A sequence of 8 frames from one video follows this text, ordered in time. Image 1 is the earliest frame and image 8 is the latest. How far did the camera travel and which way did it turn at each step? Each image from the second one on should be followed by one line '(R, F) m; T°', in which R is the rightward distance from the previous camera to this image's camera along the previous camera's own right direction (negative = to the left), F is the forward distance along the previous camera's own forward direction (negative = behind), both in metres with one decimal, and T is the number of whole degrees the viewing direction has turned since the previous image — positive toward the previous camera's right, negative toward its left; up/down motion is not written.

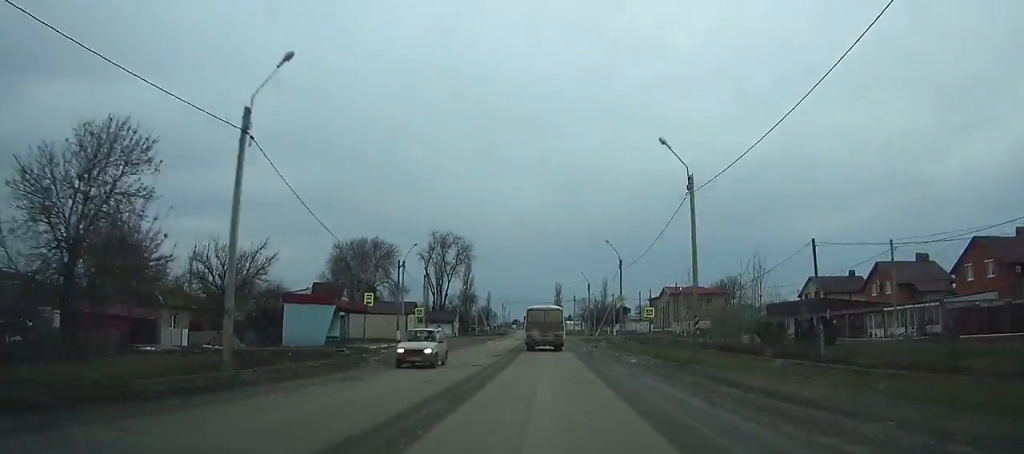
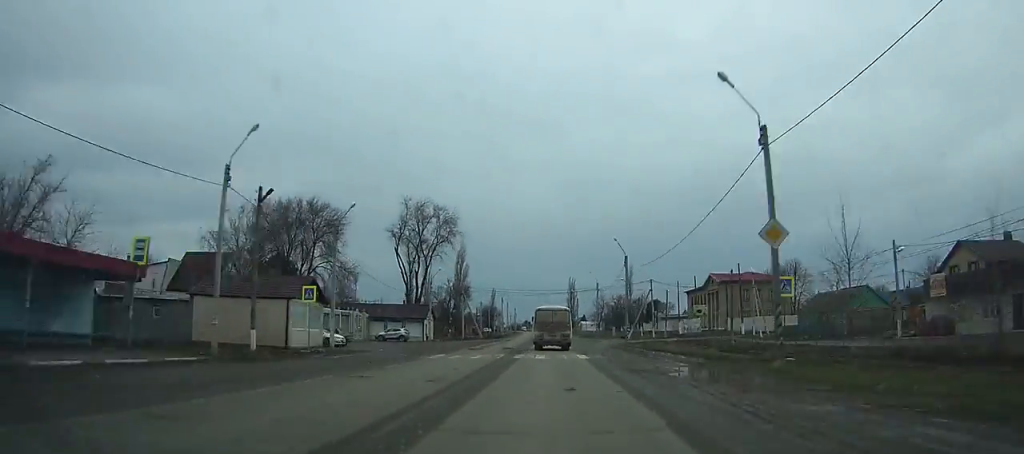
(-0.2, +33.2) m; -1°
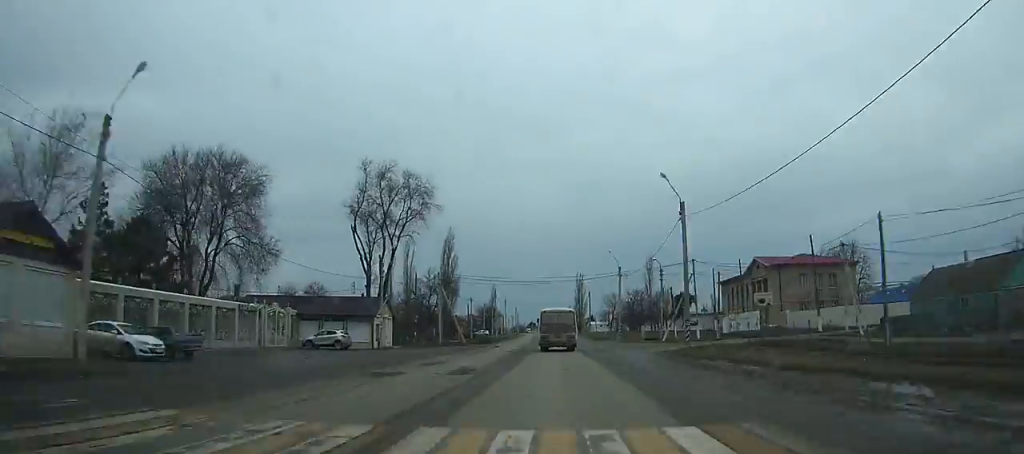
(-0.2, +22.9) m; 0°
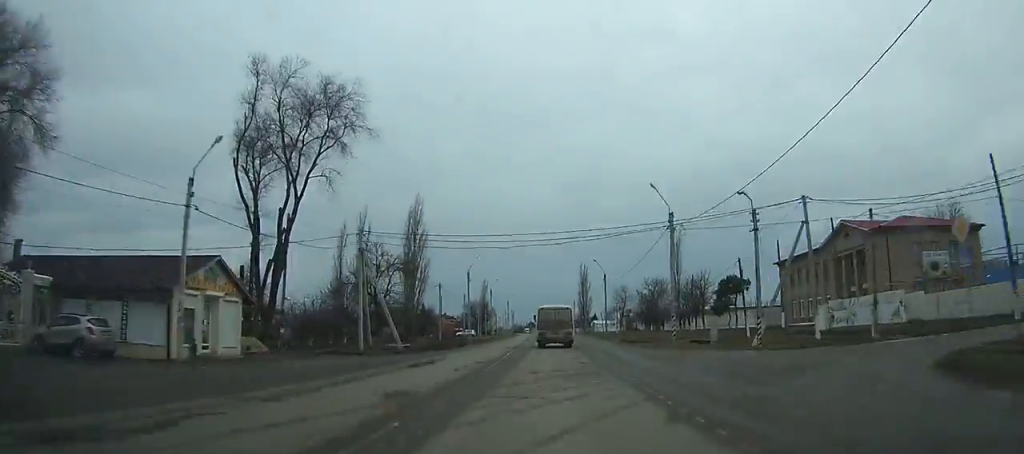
(-0.1, +28.4) m; 0°
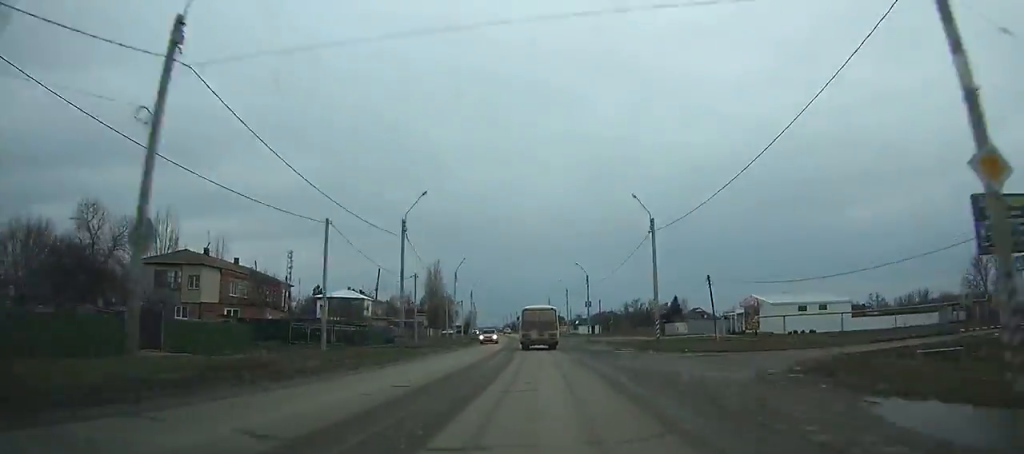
(-5.3, +184.6) m; -5°
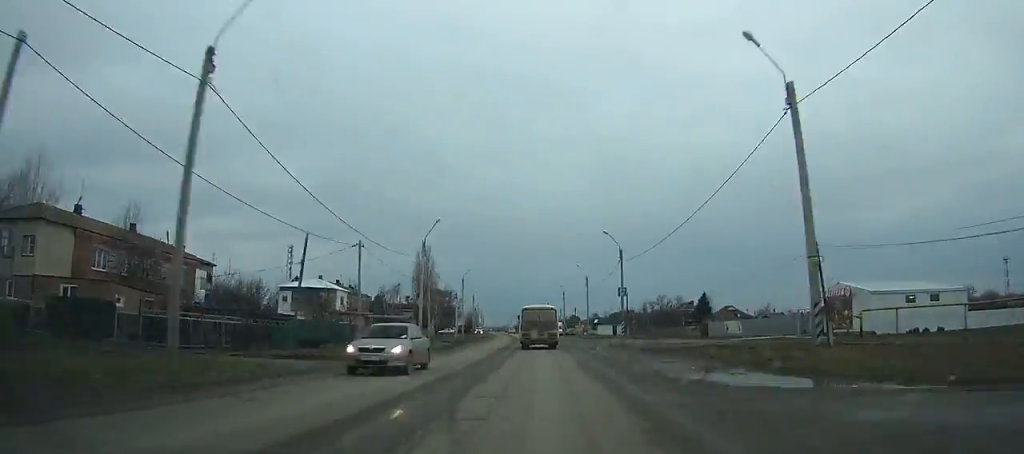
(+0.2, +22.1) m; -1°
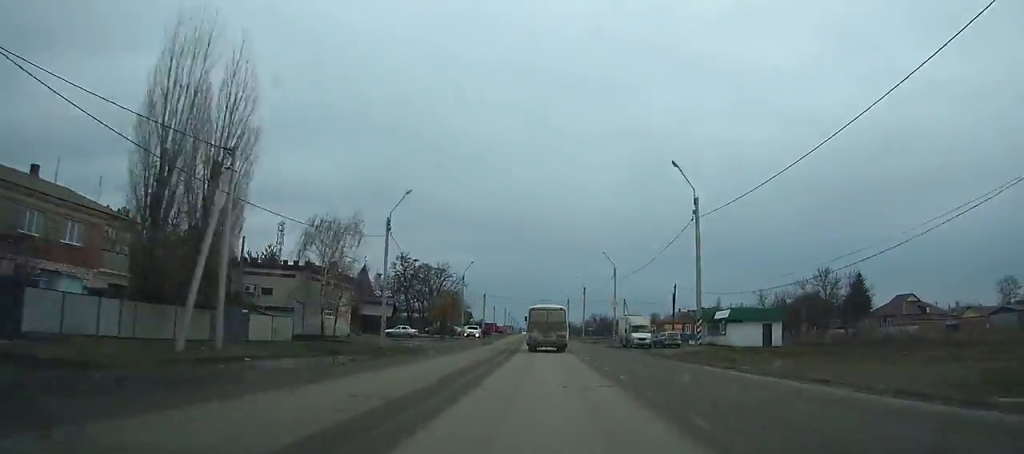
(-3.2, +76.8) m; -4°
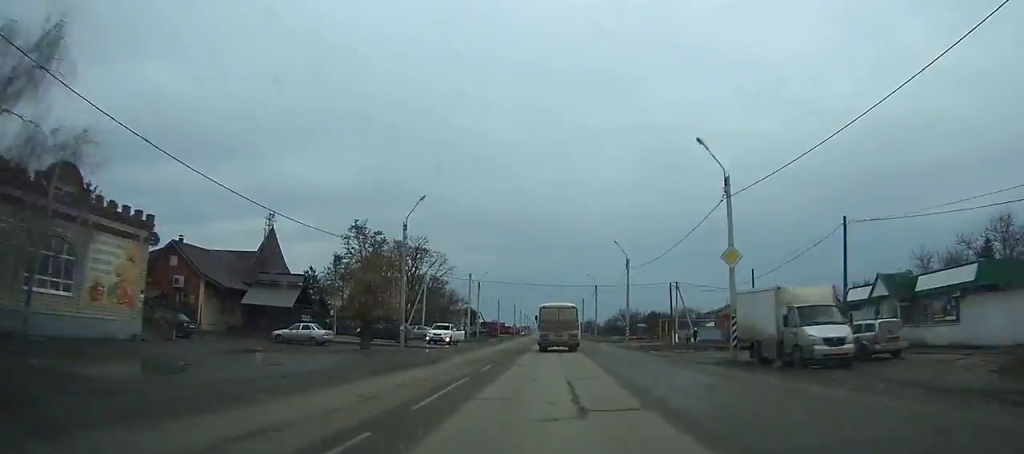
(-0.5, +34.1) m; -1°
